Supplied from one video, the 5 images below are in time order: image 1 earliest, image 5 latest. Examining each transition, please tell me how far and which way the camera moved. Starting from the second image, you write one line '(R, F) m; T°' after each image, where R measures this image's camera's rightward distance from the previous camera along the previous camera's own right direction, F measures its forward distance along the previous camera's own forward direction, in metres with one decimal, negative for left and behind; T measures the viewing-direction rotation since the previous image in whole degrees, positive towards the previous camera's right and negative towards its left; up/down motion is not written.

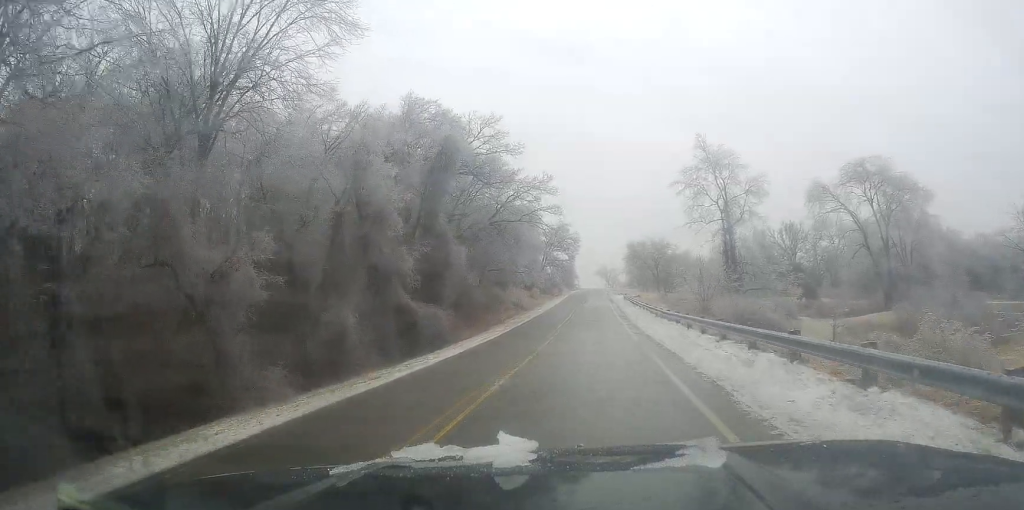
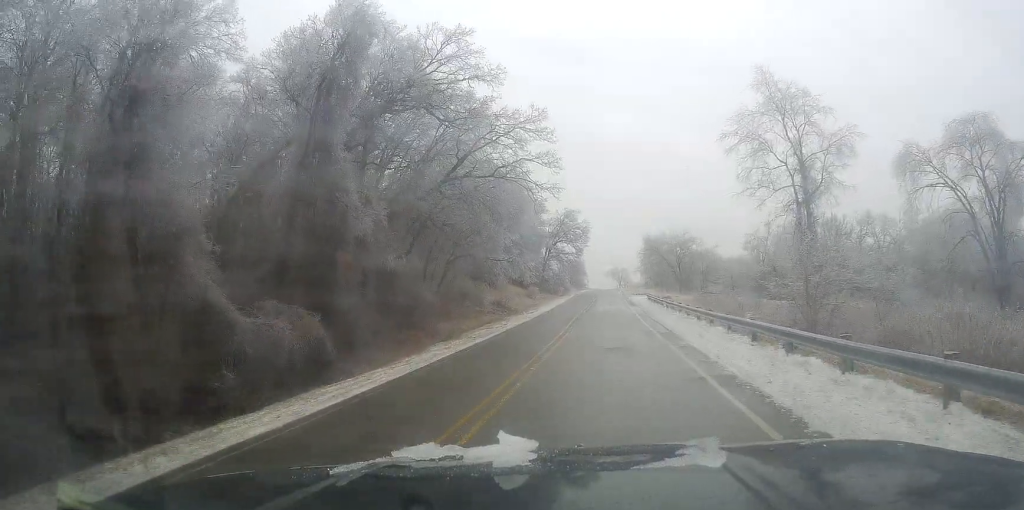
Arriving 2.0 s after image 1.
(0.0, +24.7) m; +1°
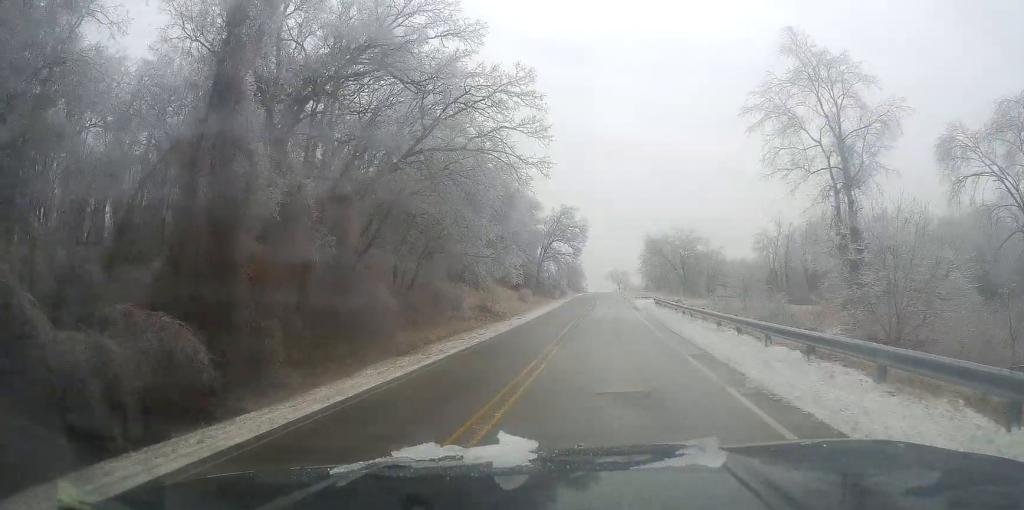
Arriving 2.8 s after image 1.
(+0.1, +9.2) m; -1°
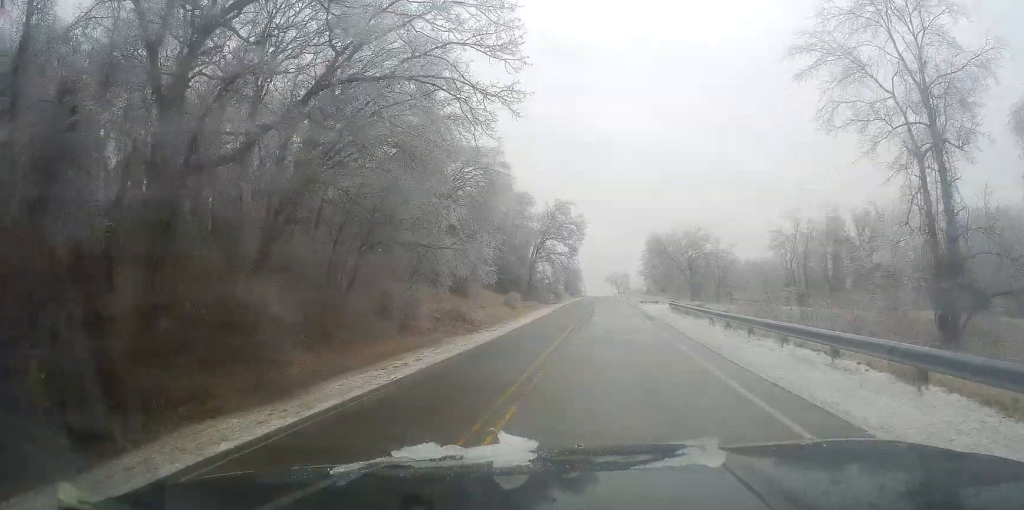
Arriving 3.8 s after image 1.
(-0.3, +13.0) m; -1°
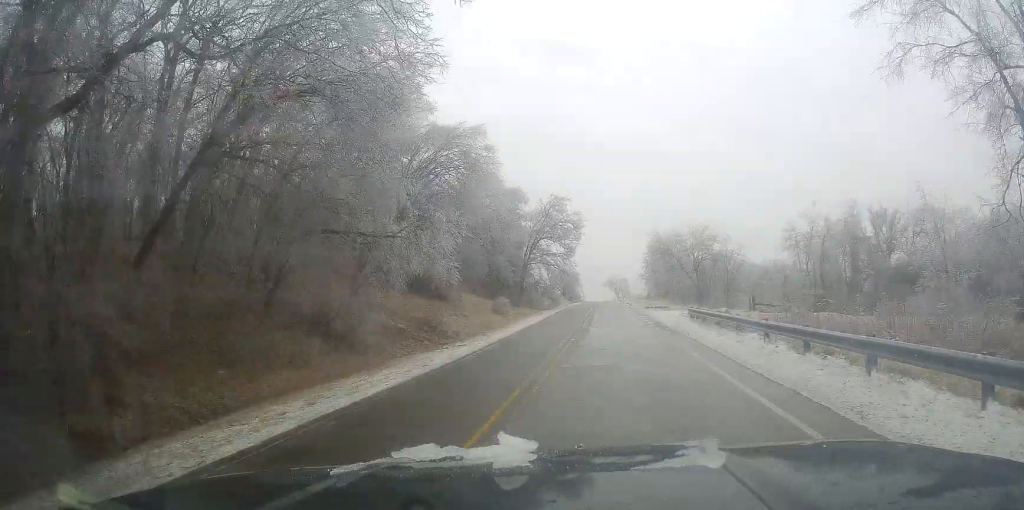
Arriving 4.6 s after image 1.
(+0.1, +9.4) m; 0°
